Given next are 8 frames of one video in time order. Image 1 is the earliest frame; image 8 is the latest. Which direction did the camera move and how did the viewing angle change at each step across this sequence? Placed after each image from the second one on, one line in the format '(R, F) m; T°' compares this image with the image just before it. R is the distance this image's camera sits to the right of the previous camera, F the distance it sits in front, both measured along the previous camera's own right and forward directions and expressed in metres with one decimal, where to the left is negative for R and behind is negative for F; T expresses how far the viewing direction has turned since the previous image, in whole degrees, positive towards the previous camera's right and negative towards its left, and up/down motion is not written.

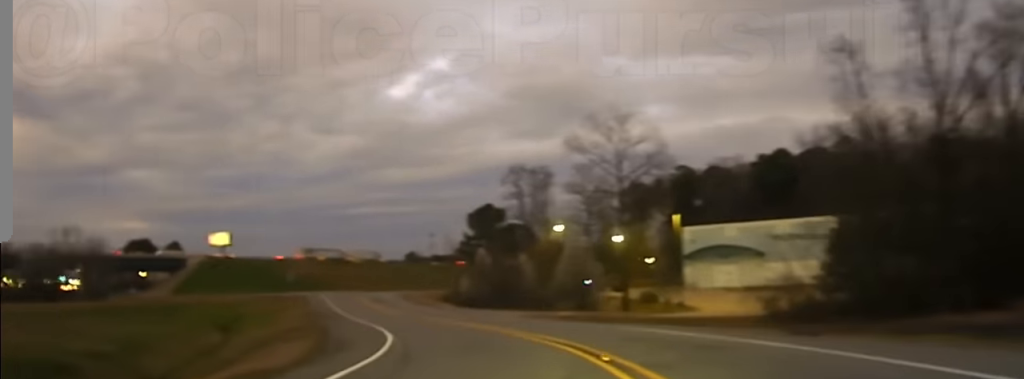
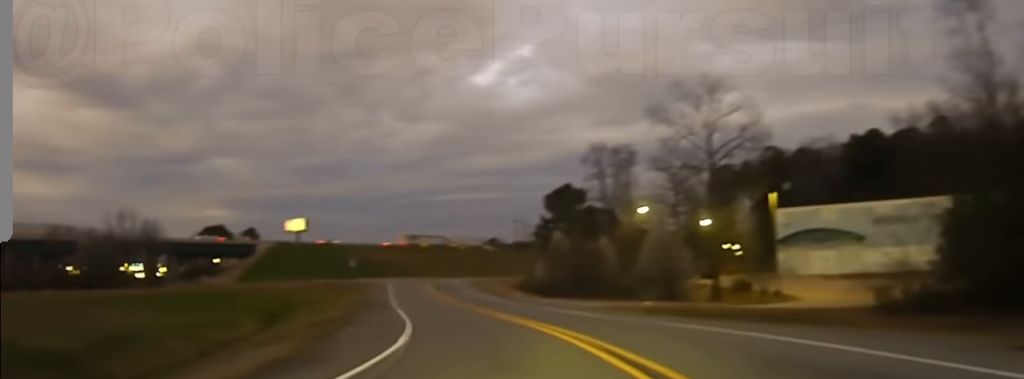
(+0.9, +7.1) m; -12°
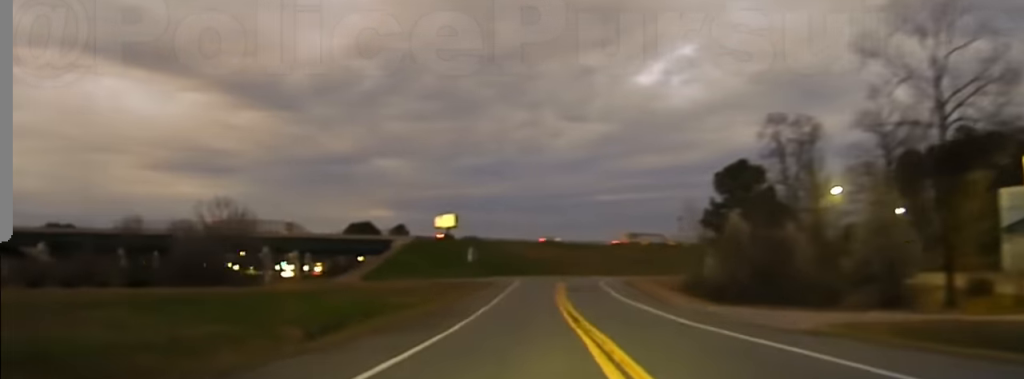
(-5.7, +16.4) m; -22°
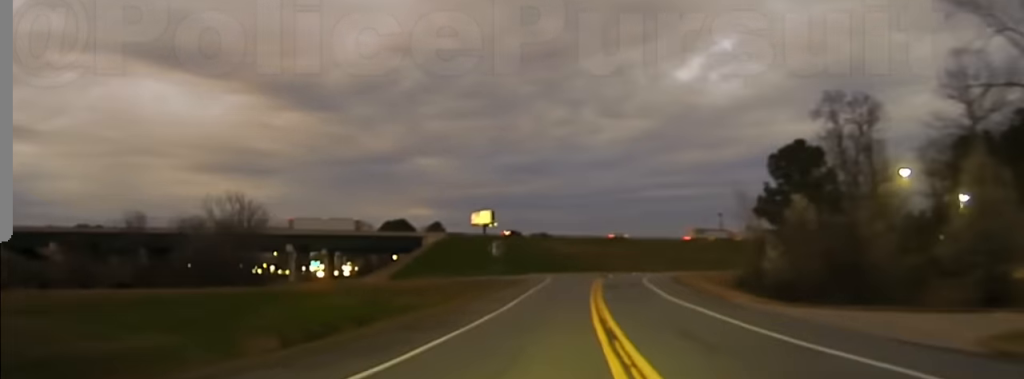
(-0.6, +7.6) m; -4°
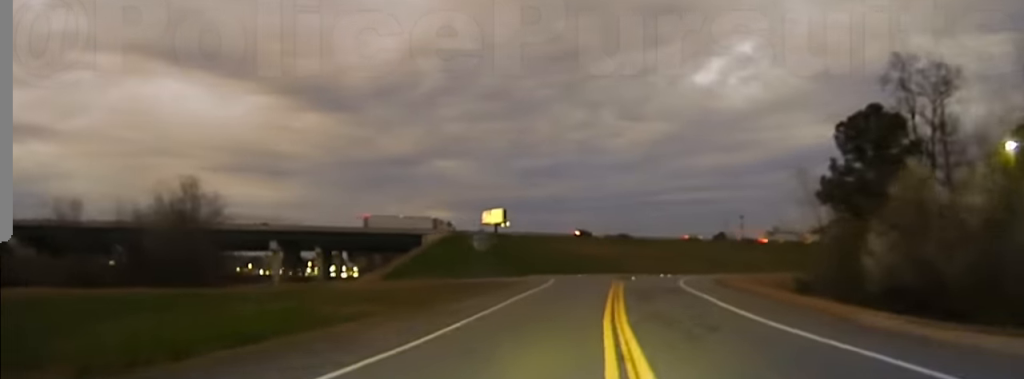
(0.0, +14.2) m; 0°
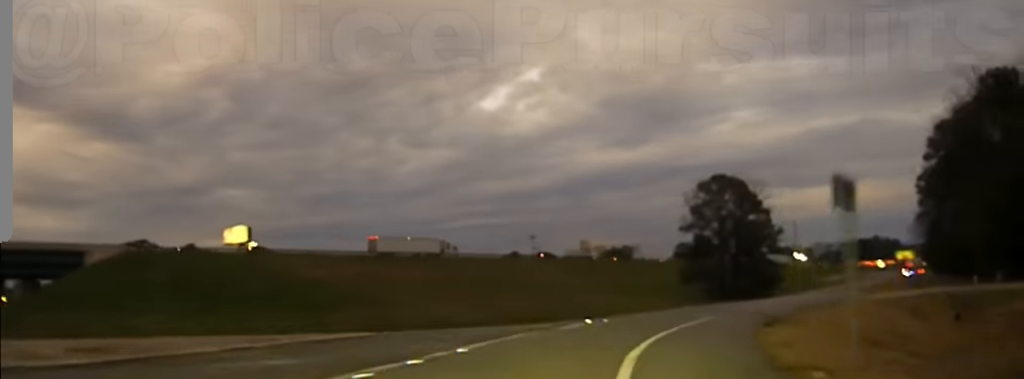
(+9.9, +56.4) m; +25°
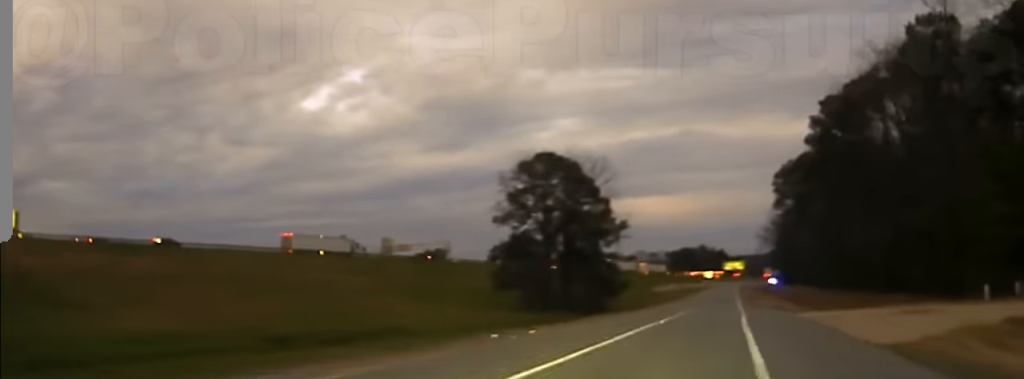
(+3.2, +32.0) m; +6°
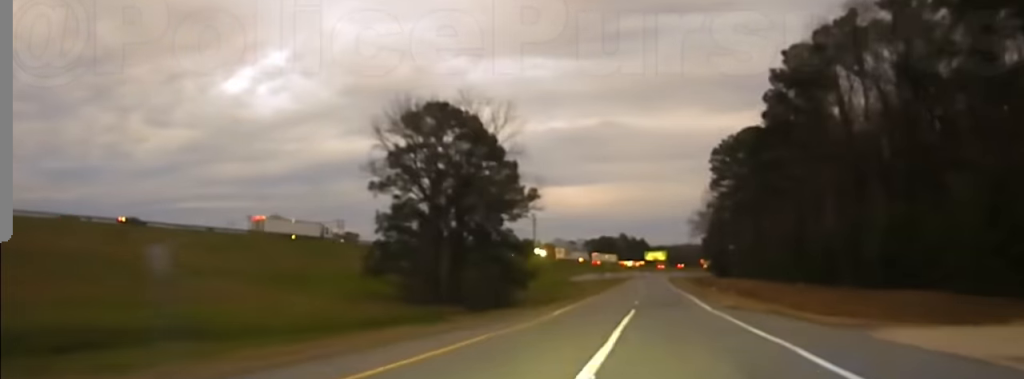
(0.0, +22.4) m; 0°
